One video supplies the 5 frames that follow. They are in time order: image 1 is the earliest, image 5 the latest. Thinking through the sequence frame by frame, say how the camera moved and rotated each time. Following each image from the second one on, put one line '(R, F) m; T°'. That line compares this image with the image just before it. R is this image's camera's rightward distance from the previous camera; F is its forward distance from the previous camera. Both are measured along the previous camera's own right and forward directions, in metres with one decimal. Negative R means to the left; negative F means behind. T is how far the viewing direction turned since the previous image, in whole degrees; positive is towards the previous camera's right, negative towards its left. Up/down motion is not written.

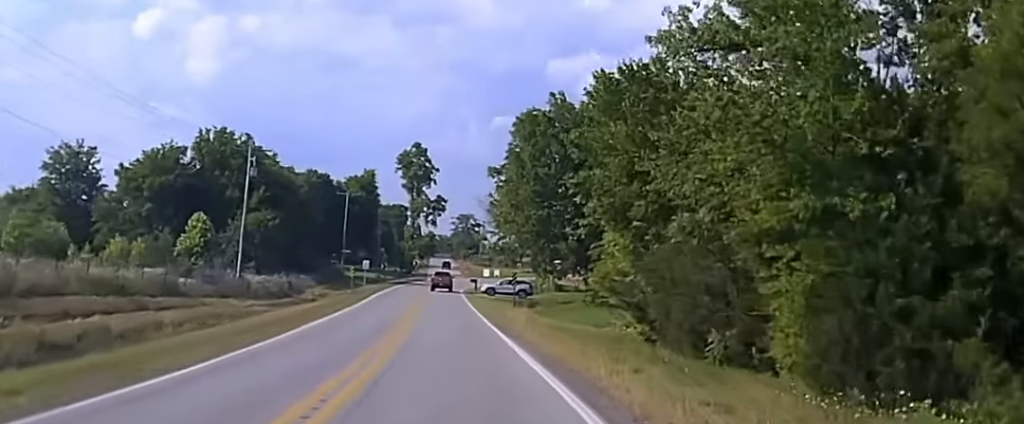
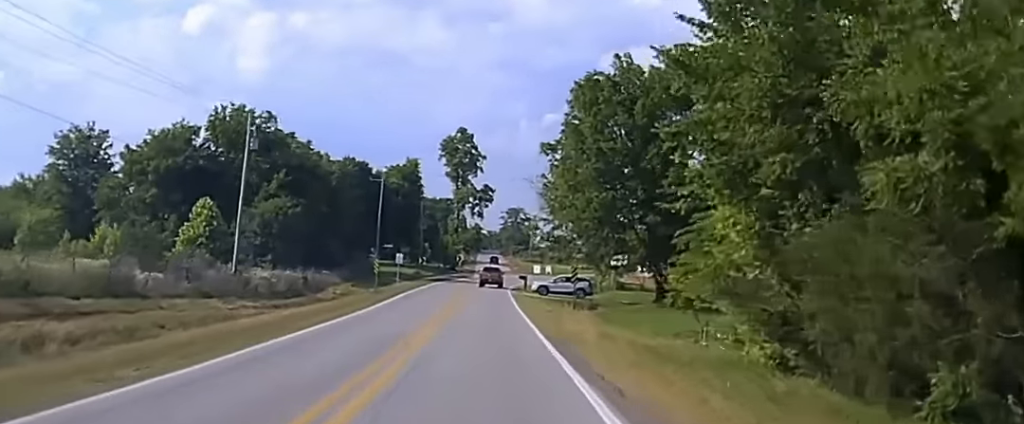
(-0.4, +10.9) m; -3°
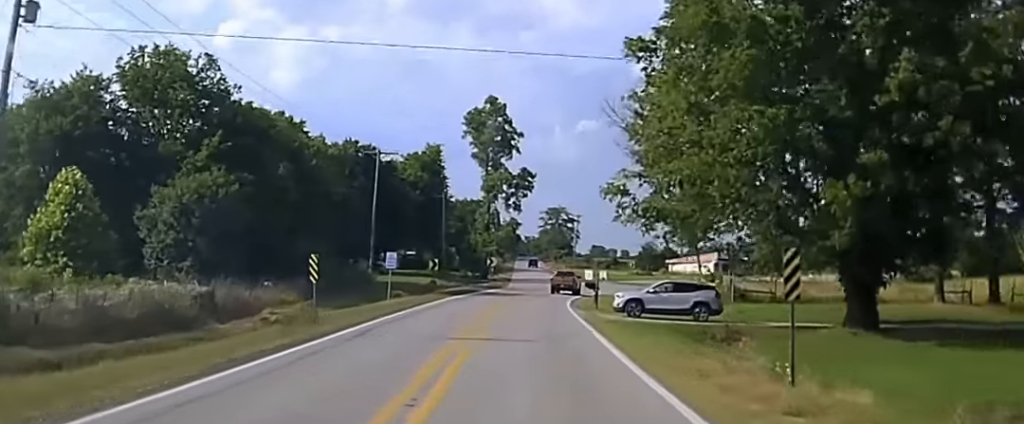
(-1.3, +27.5) m; -3°
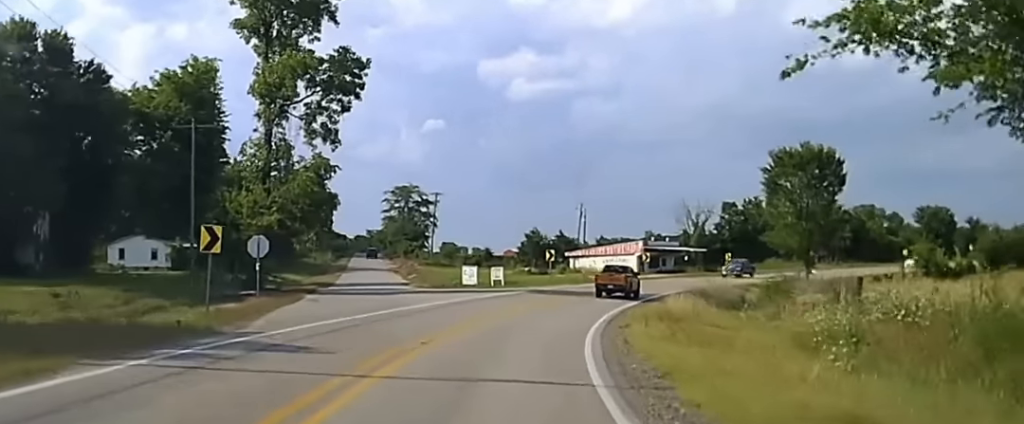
(+2.6, +64.6) m; +9°
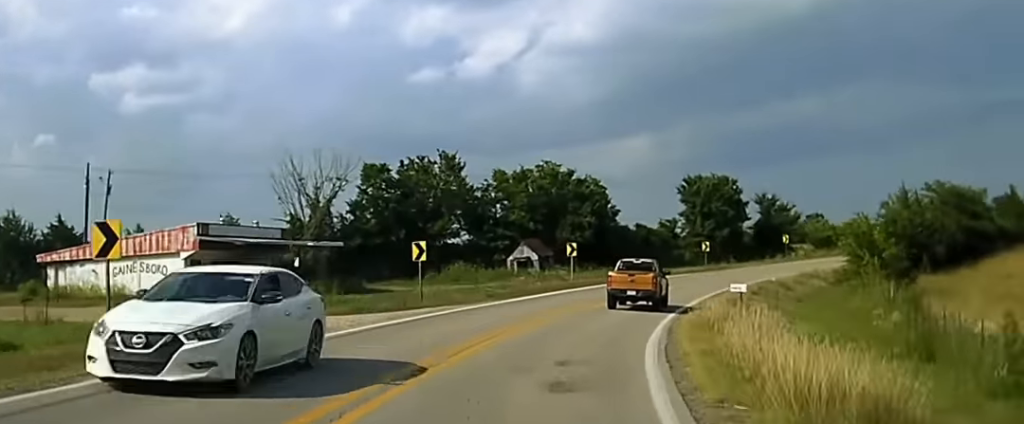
(+14.8, +75.8) m; +22°
